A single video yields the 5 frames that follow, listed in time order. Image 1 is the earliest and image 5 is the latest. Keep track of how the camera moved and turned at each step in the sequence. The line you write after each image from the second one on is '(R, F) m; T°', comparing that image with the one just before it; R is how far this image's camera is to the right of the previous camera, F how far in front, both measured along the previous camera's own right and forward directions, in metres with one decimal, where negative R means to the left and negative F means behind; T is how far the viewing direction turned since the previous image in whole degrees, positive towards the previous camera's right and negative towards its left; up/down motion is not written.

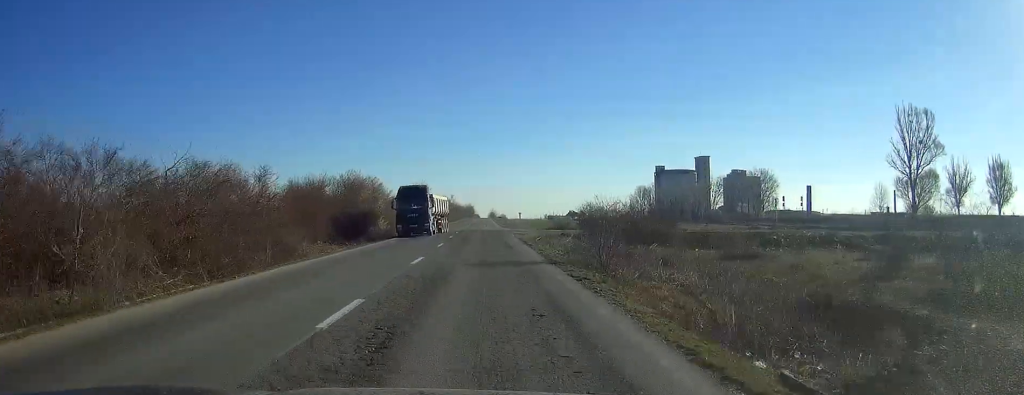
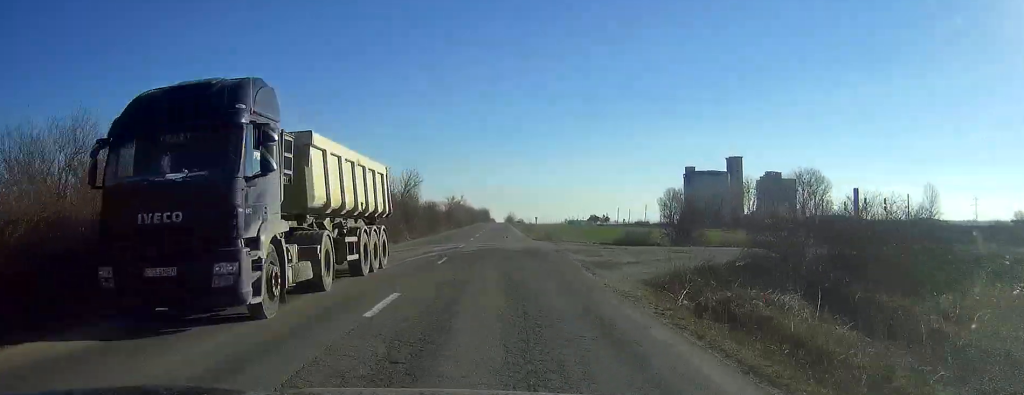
(-0.4, +34.8) m; -1°
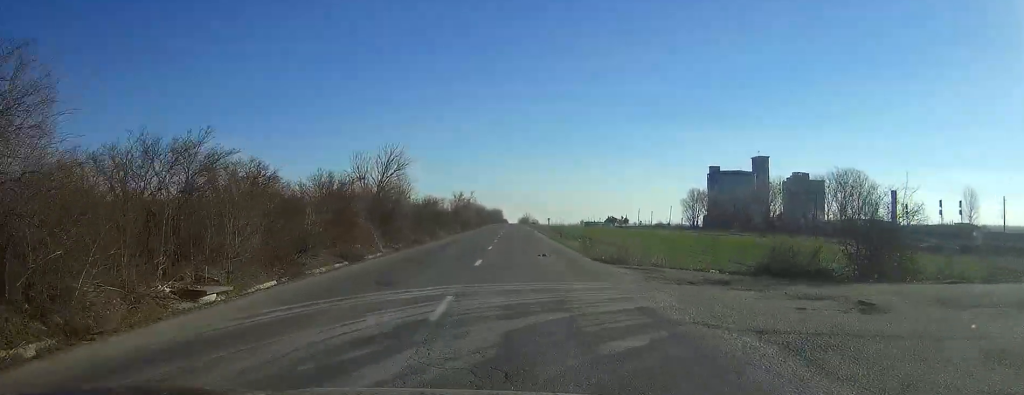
(0.0, +24.1) m; 0°
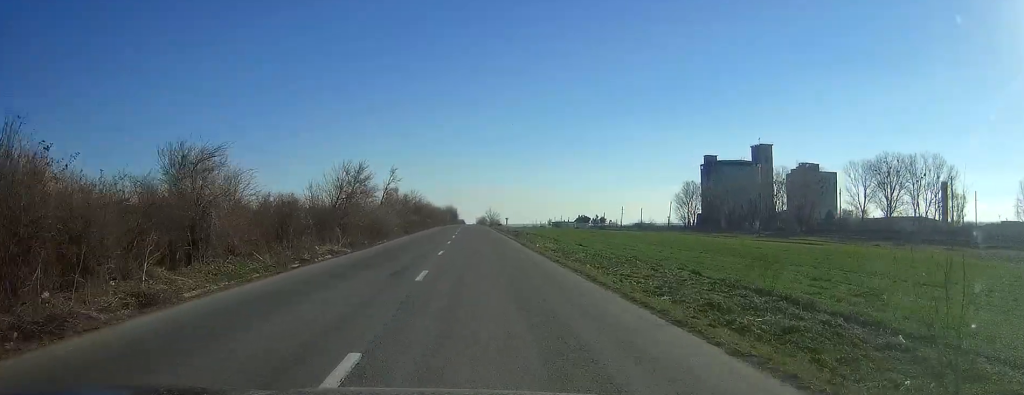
(+1.0, +65.3) m; +1°
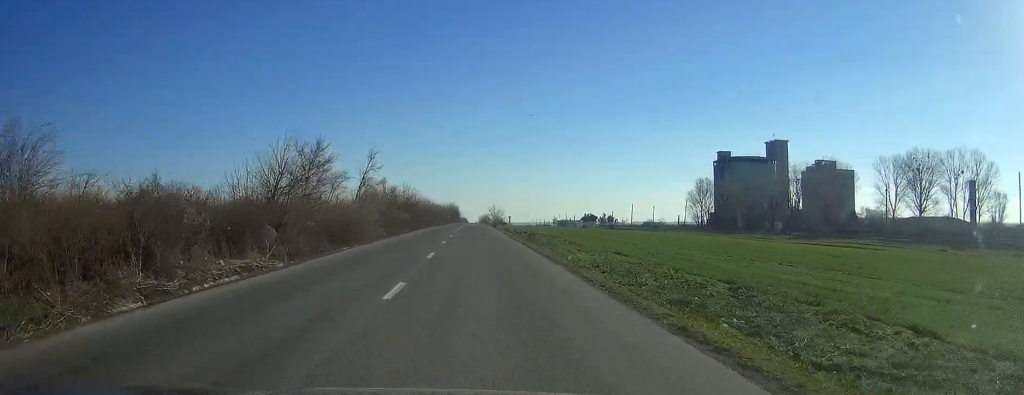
(0.0, +16.1) m; 0°
